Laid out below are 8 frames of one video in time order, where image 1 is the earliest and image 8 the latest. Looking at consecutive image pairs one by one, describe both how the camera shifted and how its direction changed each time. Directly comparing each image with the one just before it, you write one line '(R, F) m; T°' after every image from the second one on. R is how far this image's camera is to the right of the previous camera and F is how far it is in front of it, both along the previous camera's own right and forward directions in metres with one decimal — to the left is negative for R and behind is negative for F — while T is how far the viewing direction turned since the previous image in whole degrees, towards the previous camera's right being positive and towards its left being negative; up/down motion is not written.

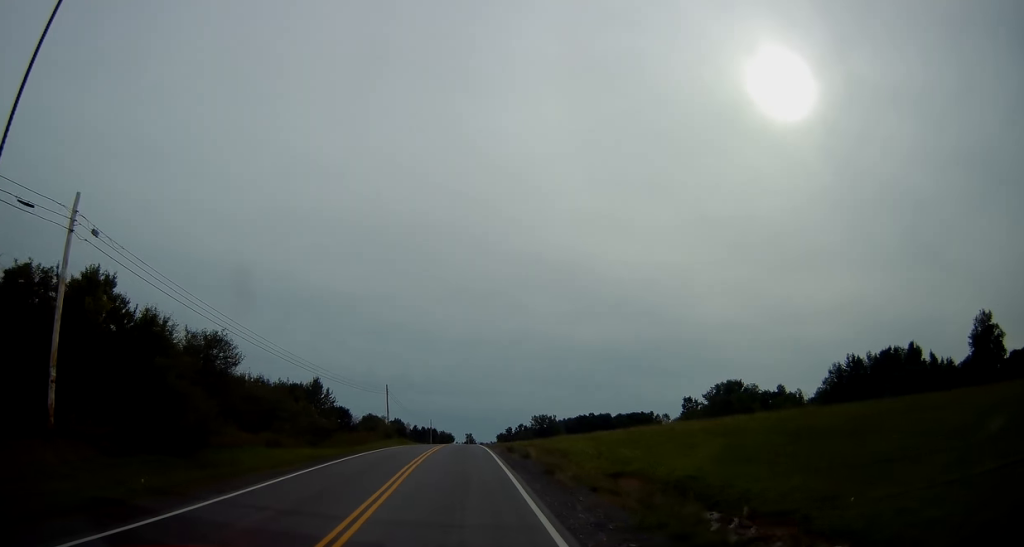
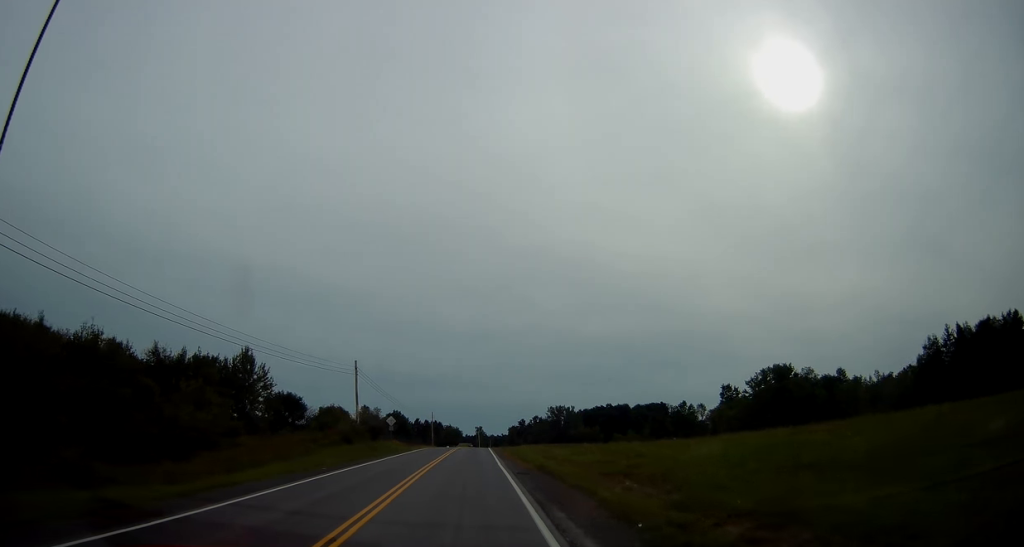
(+0.4, +28.2) m; +1°
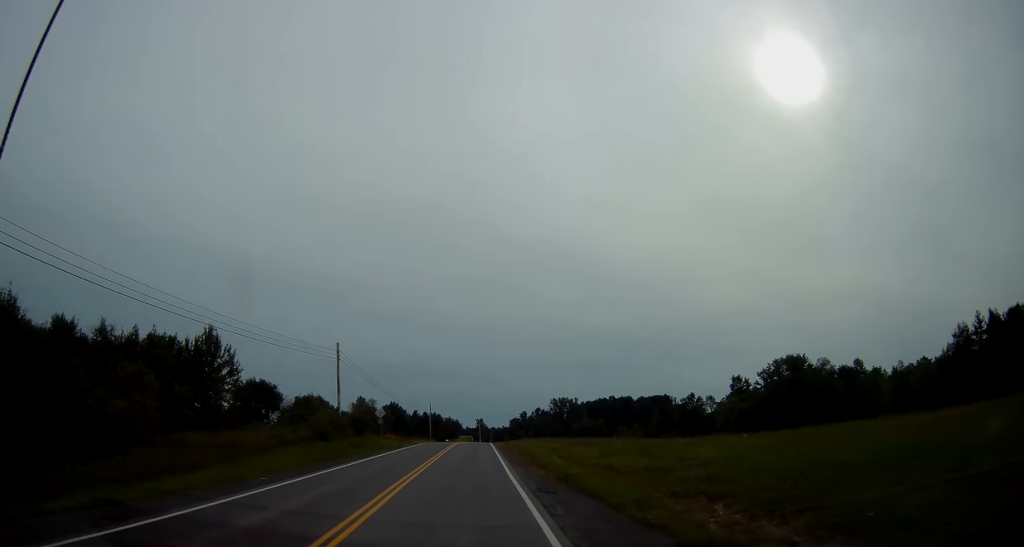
(0.0, +8.0) m; 0°
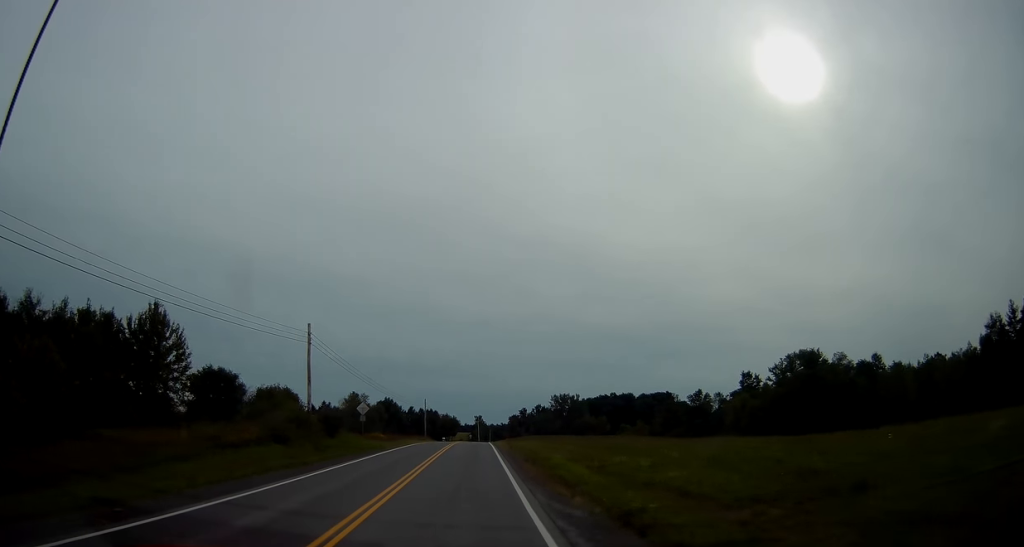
(0.0, +8.5) m; 0°
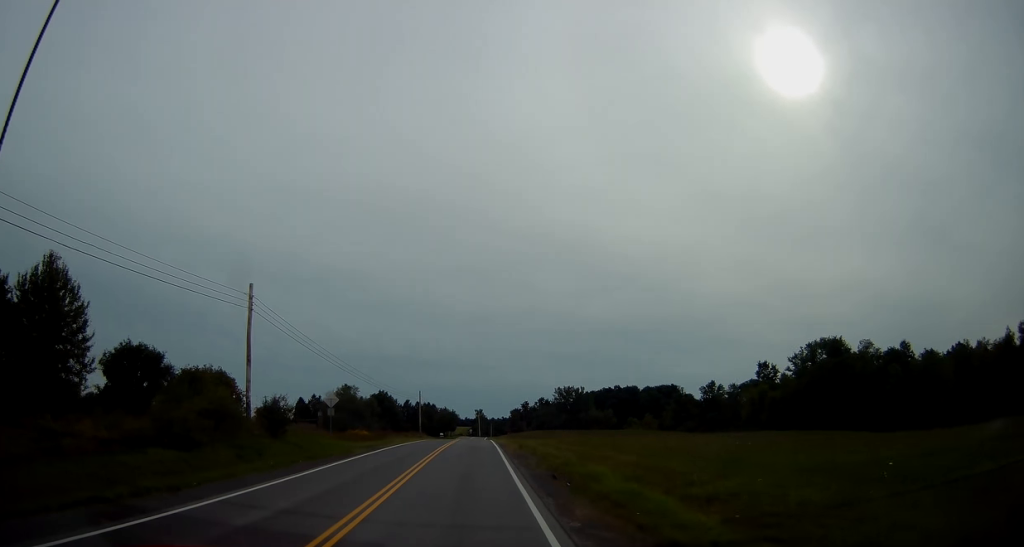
(0.0, +11.1) m; 0°
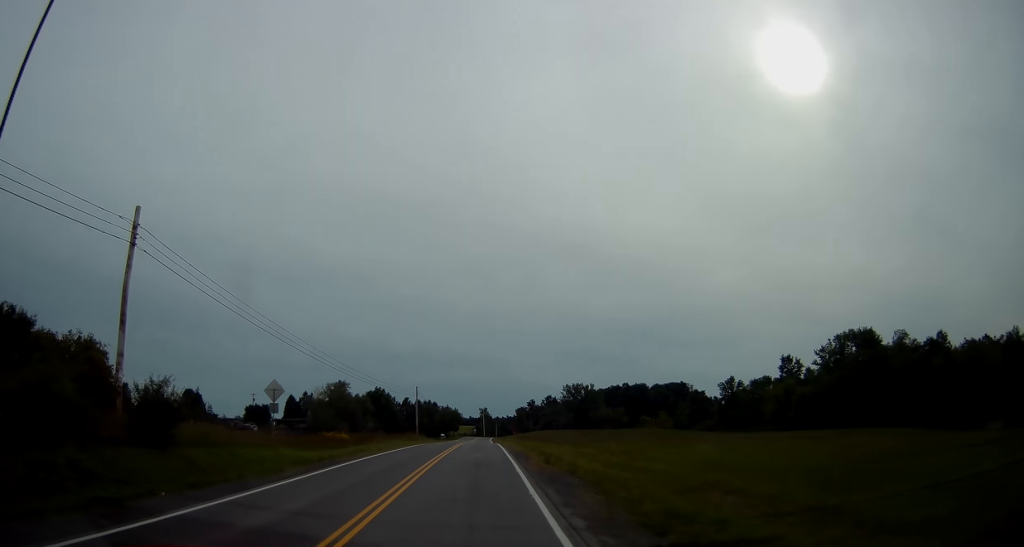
(0.0, +11.6) m; 0°
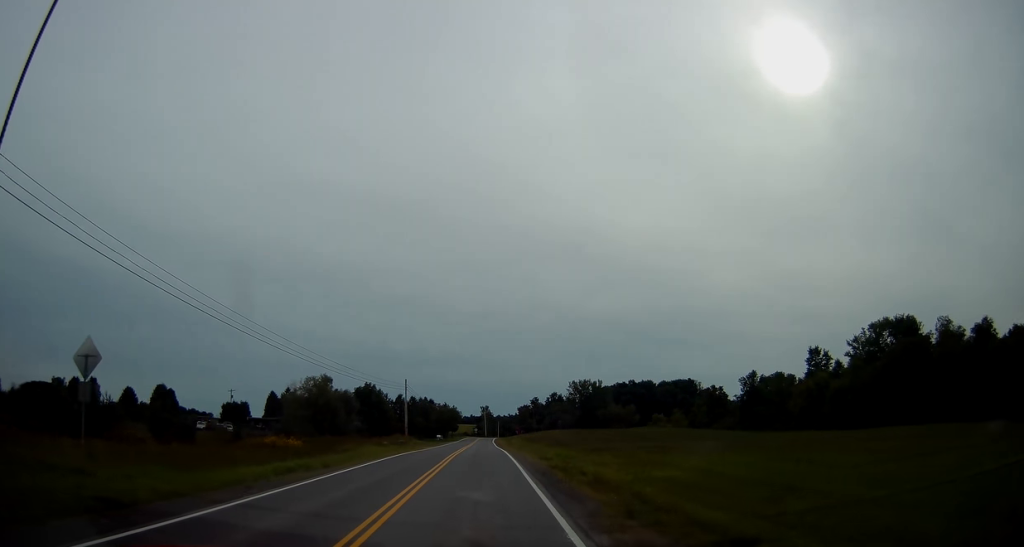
(-0.2, +13.9) m; 0°
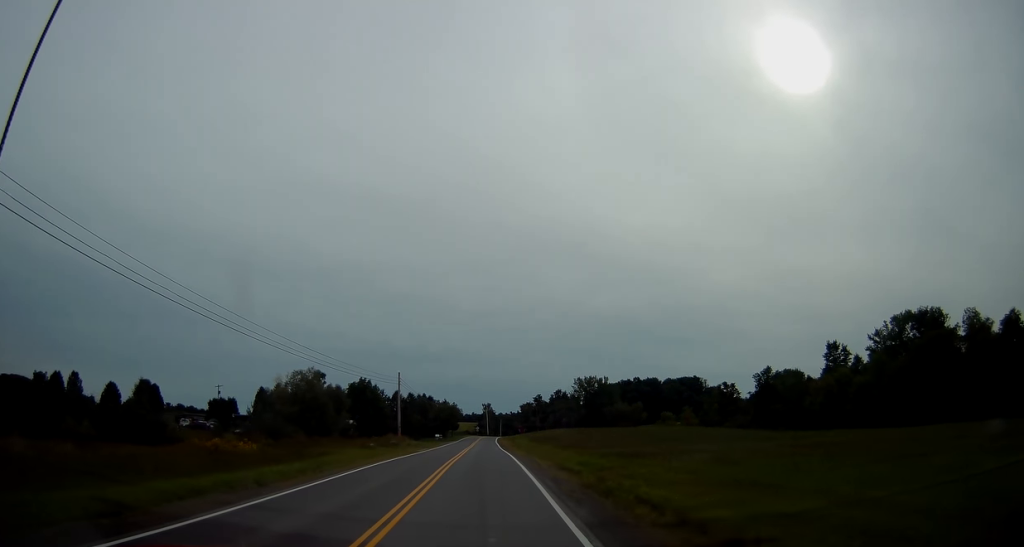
(+0.1, +7.8) m; +1°
